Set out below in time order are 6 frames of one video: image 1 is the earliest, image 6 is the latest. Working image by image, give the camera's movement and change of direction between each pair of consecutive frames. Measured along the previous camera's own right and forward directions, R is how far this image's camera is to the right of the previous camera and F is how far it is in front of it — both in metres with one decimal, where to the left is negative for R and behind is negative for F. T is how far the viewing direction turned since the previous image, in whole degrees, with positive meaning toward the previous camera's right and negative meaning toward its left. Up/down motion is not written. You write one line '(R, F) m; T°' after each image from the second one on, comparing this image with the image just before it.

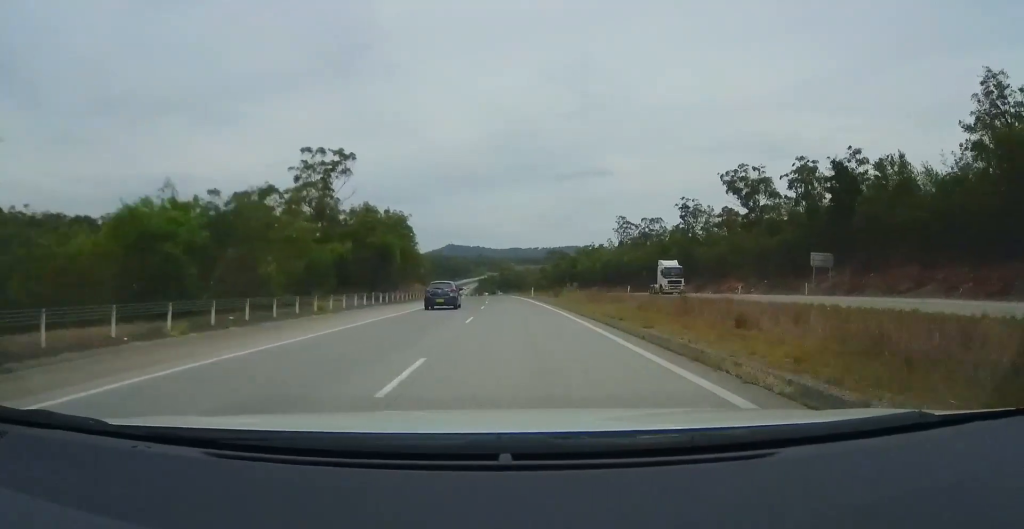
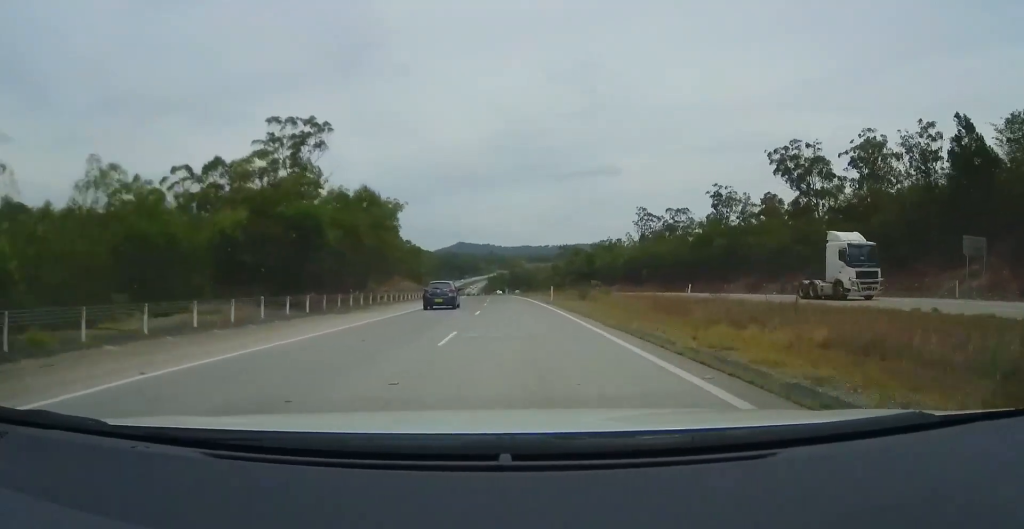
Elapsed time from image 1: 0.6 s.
(-0.2, +18.4) m; -1°
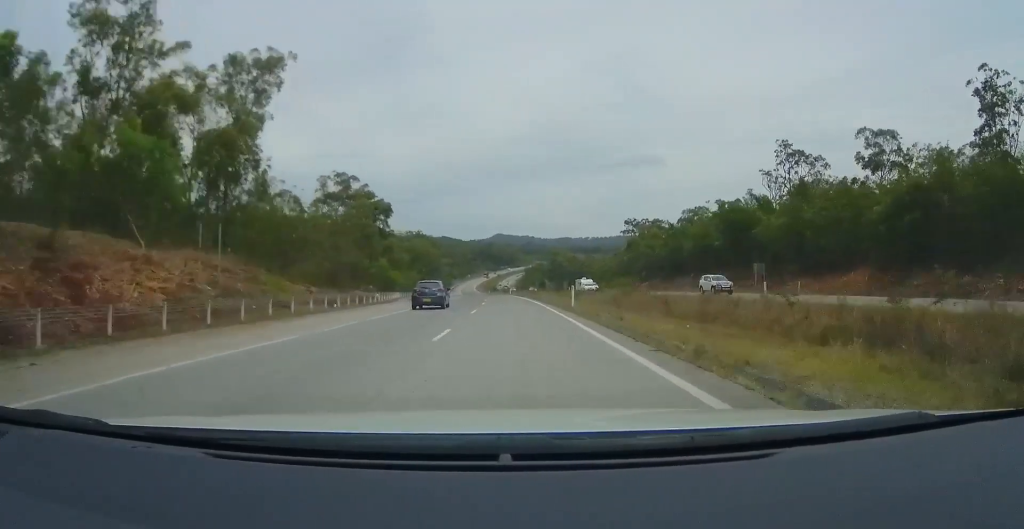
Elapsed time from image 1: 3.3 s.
(-2.9, +82.1) m; -5°
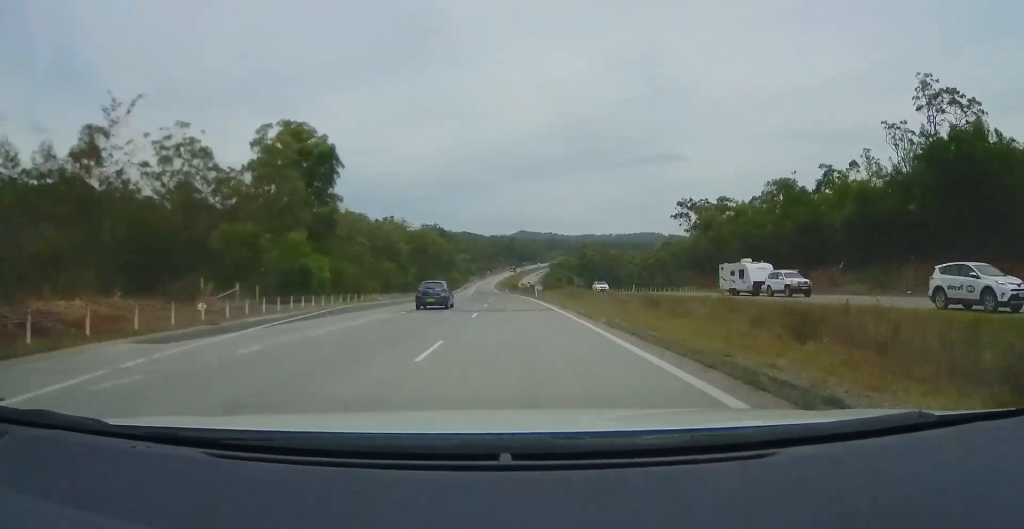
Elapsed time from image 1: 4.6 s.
(-1.3, +39.3) m; -2°
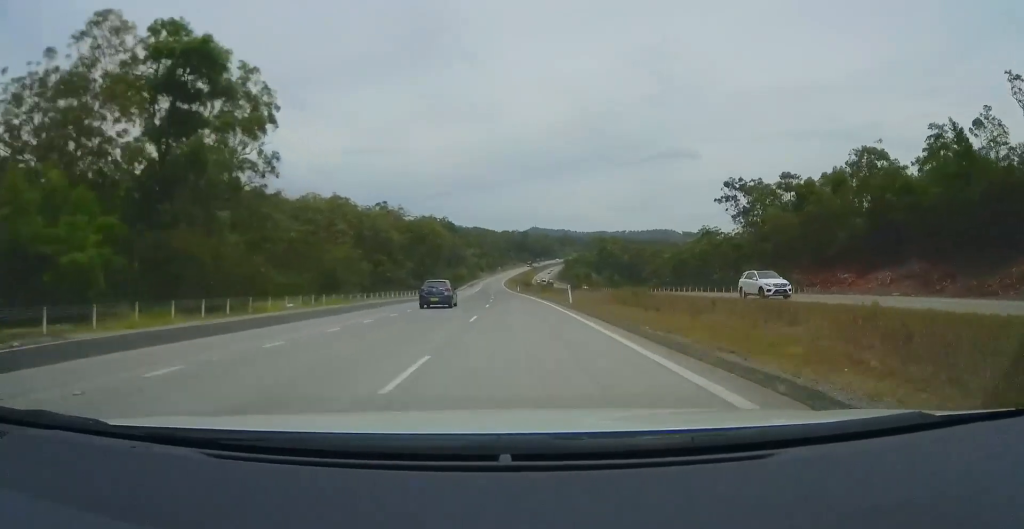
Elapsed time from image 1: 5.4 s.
(-0.2, +27.0) m; -1°
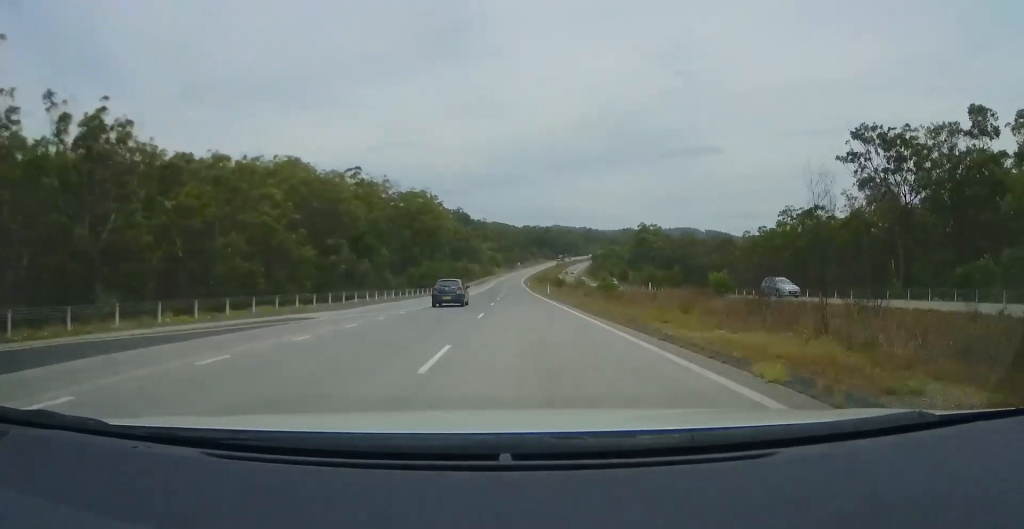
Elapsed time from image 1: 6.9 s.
(-0.5, +45.3) m; -1°
